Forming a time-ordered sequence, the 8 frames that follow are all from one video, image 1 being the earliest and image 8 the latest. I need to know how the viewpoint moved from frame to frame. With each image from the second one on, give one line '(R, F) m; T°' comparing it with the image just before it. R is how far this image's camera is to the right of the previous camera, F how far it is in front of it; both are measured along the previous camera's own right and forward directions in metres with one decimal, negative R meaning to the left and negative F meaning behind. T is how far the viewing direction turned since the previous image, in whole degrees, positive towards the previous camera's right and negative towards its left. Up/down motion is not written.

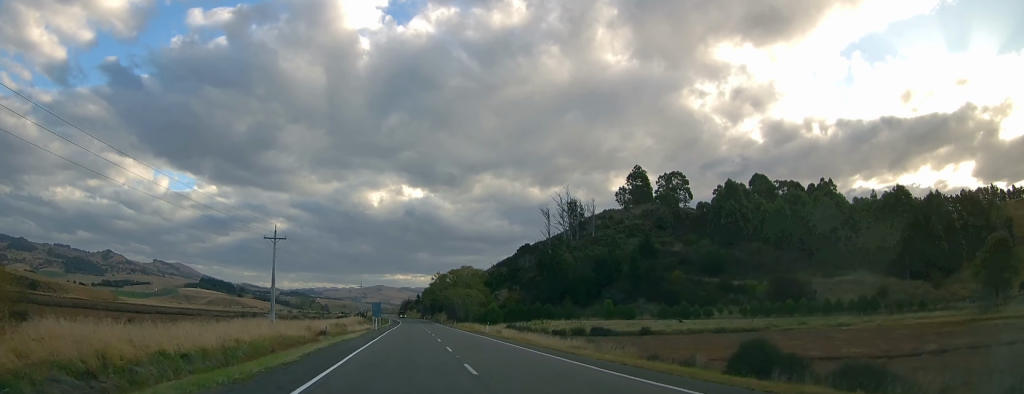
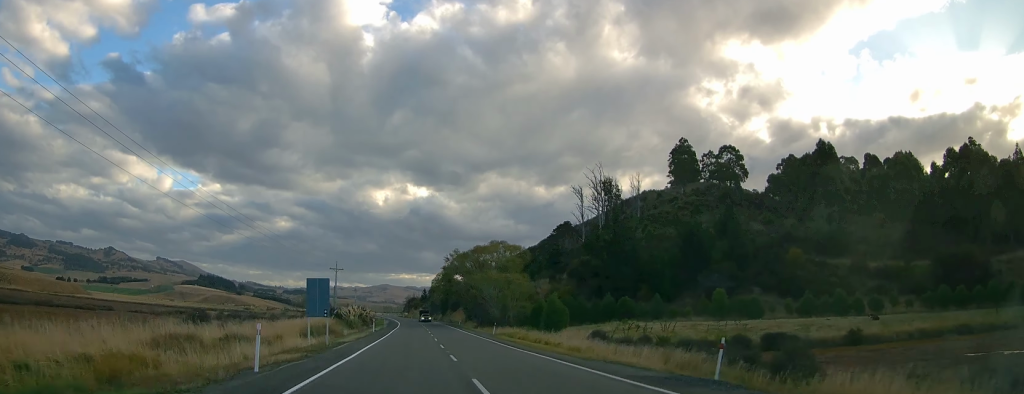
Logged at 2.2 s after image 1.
(+1.1, +53.4) m; +2°
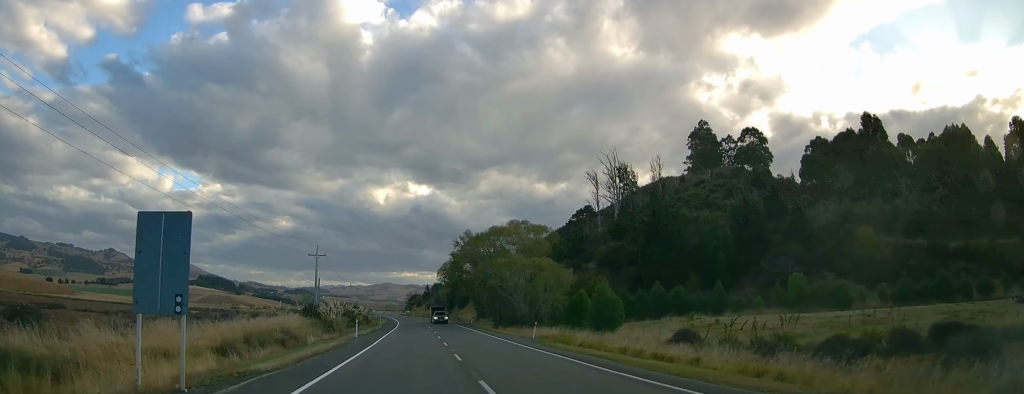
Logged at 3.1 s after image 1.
(0.0, +20.4) m; -2°
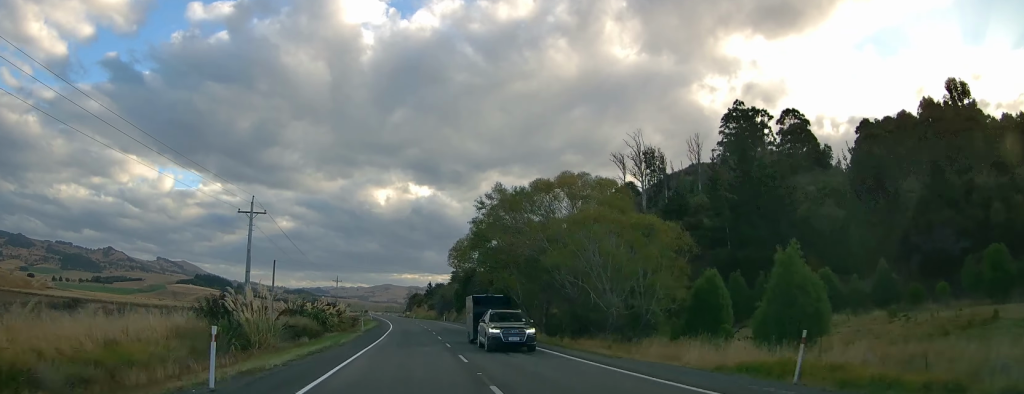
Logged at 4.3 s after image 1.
(-0.7, +30.5) m; 0°
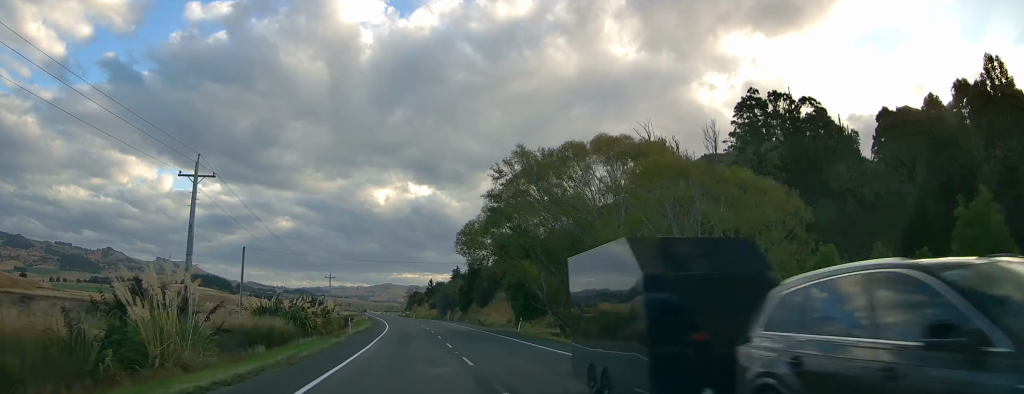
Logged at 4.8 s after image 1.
(+0.2, +11.7) m; +1°
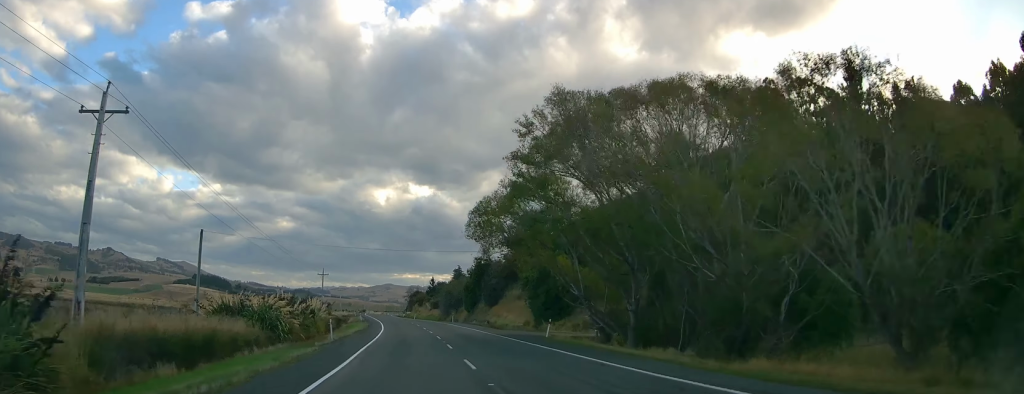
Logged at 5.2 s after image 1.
(0.0, +11.0) m; 0°
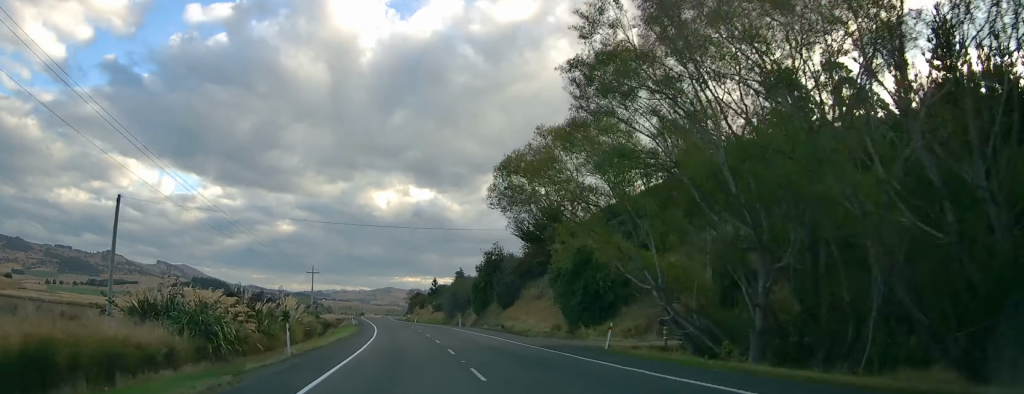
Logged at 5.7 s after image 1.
(0.0, +12.8) m; 0°
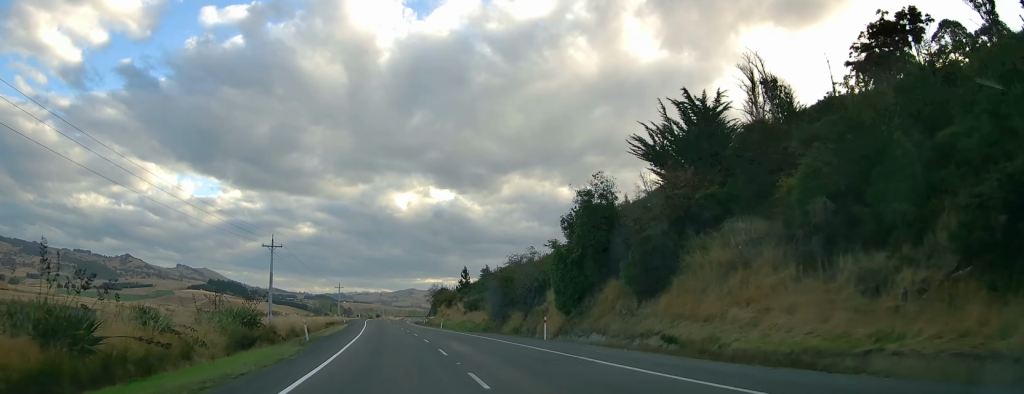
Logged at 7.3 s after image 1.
(-0.5, +42.3) m; -2°
